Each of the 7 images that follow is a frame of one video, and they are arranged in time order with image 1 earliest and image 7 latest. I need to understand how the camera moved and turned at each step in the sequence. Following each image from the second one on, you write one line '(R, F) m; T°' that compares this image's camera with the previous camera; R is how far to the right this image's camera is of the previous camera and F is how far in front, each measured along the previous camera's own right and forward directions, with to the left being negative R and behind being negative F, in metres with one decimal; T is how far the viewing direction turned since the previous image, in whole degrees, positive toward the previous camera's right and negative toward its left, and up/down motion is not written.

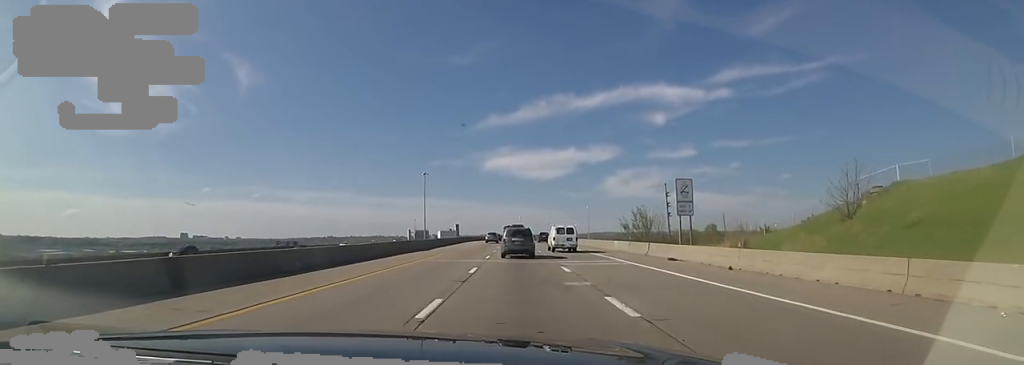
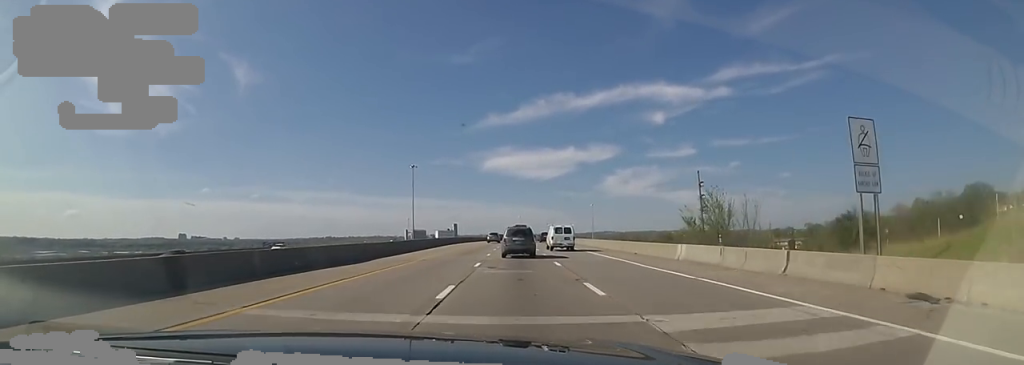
(+1.0, +17.2) m; 0°
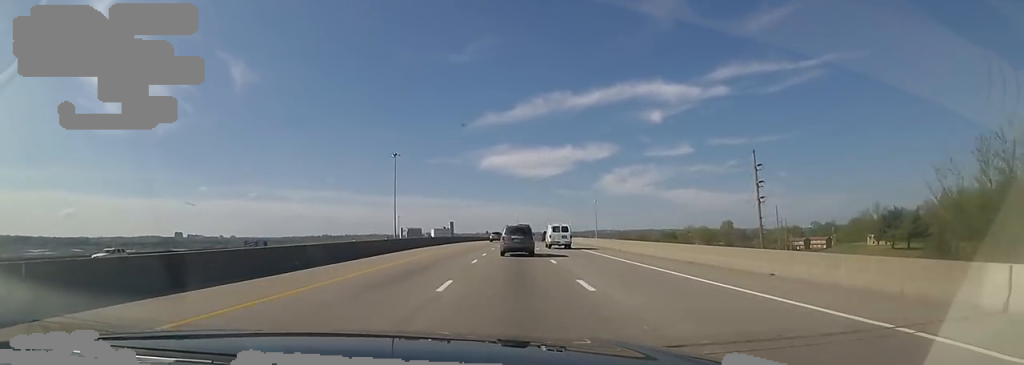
(-0.1, +18.9) m; 0°
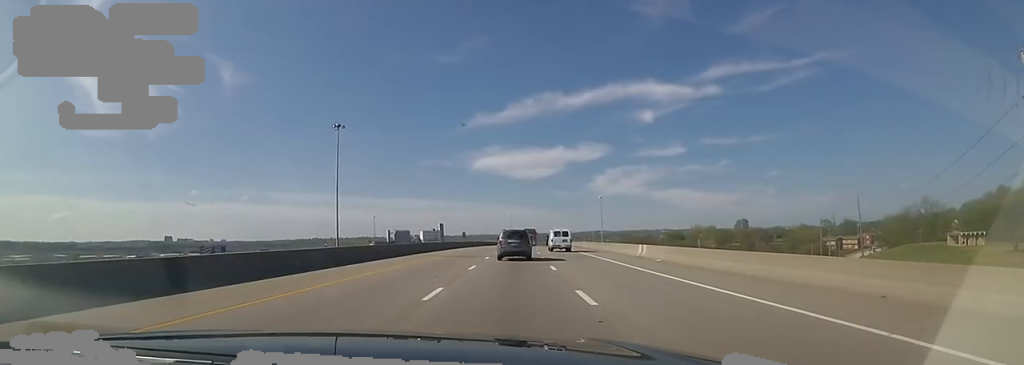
(+0.5, +36.3) m; +2°
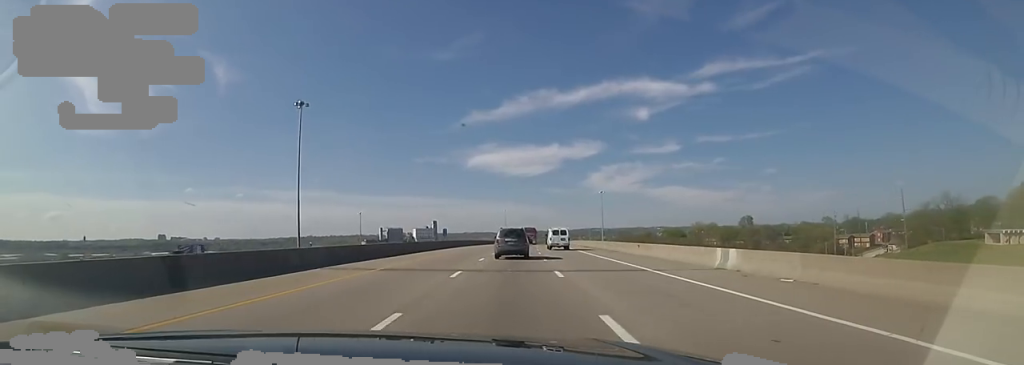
(-0.1, +14.2) m; 0°
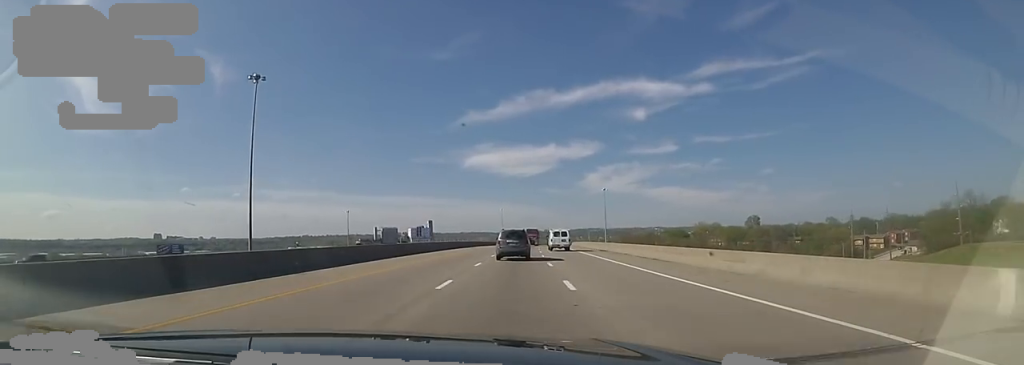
(-0.3, +13.4) m; 0°
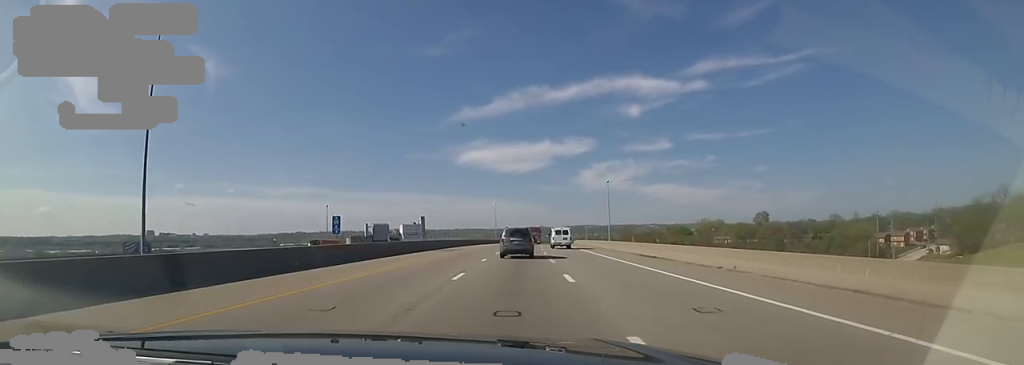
(+0.4, +18.4) m; 0°
